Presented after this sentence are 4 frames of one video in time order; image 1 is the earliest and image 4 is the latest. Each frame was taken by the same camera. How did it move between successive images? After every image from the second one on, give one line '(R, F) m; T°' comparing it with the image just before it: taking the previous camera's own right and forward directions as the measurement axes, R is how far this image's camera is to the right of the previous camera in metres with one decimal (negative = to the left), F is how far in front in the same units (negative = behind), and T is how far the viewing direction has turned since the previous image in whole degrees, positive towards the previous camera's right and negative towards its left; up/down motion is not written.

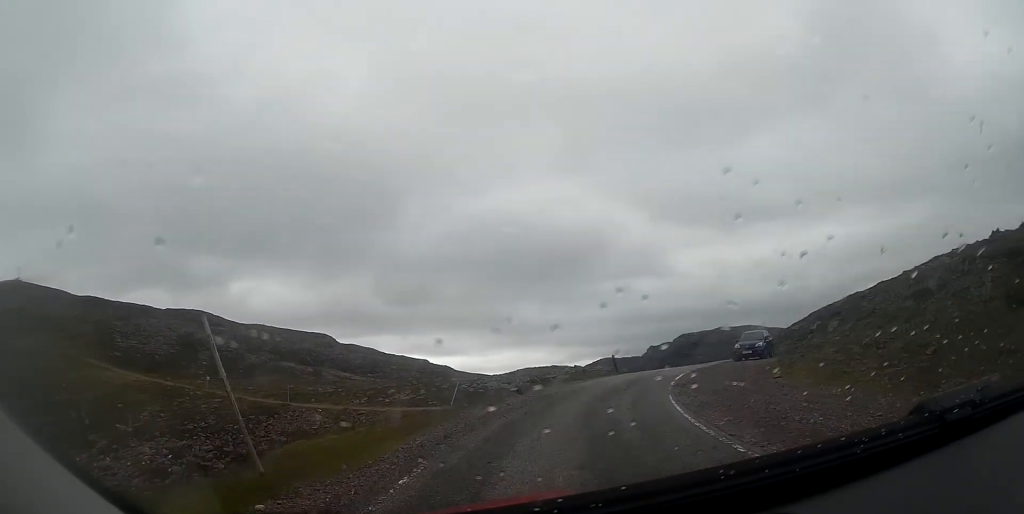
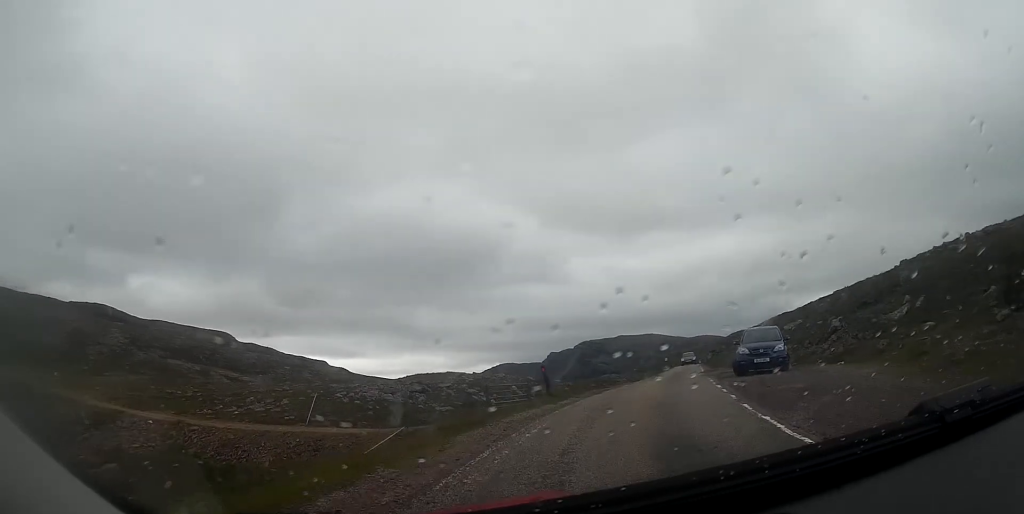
(+1.3, +13.4) m; +11°
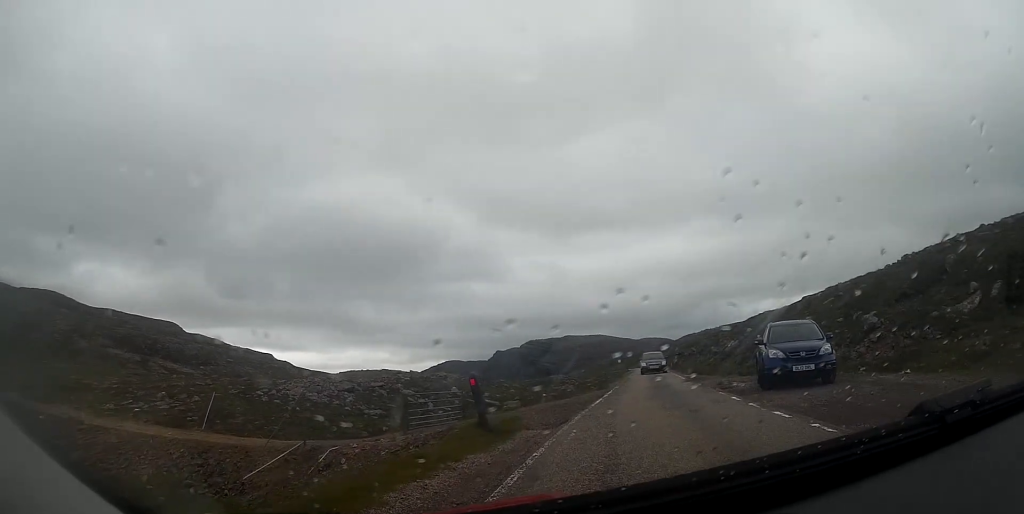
(+0.7, +7.9) m; +9°
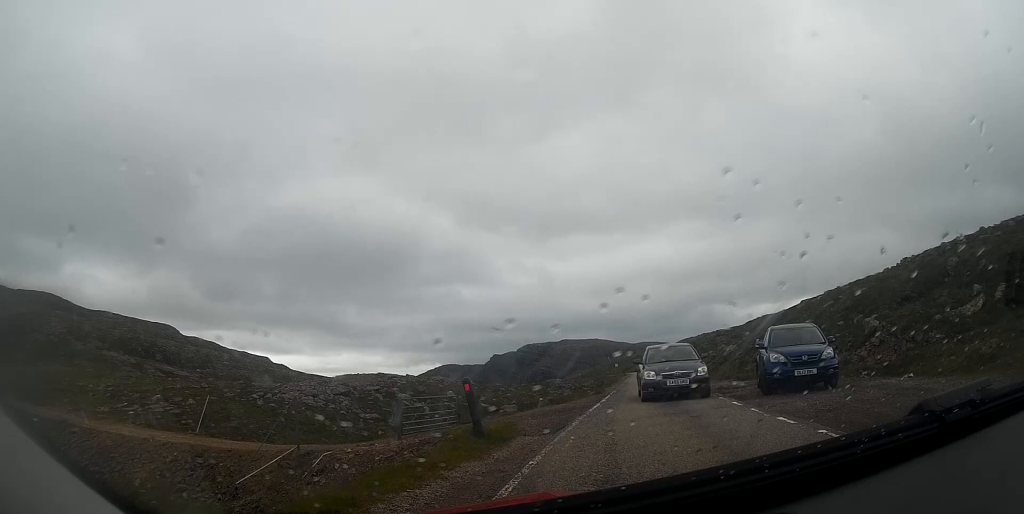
(-0.1, +2.3) m; 0°
